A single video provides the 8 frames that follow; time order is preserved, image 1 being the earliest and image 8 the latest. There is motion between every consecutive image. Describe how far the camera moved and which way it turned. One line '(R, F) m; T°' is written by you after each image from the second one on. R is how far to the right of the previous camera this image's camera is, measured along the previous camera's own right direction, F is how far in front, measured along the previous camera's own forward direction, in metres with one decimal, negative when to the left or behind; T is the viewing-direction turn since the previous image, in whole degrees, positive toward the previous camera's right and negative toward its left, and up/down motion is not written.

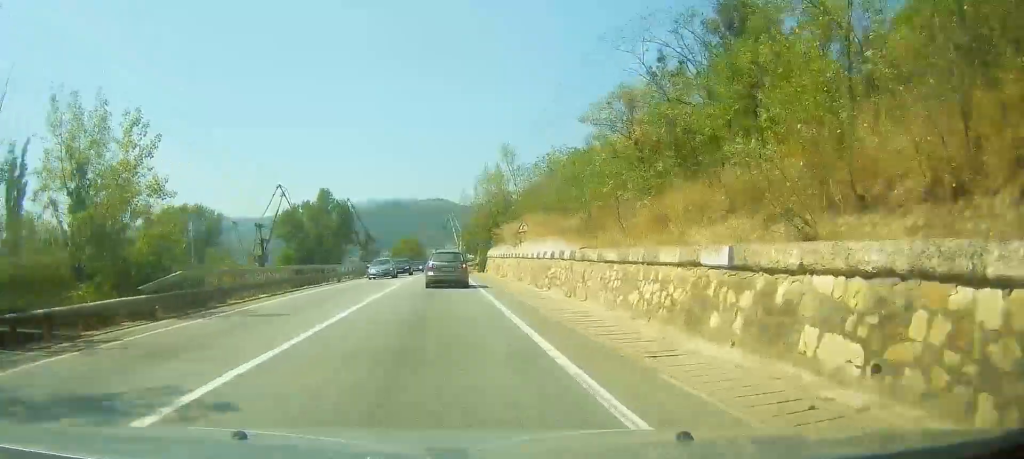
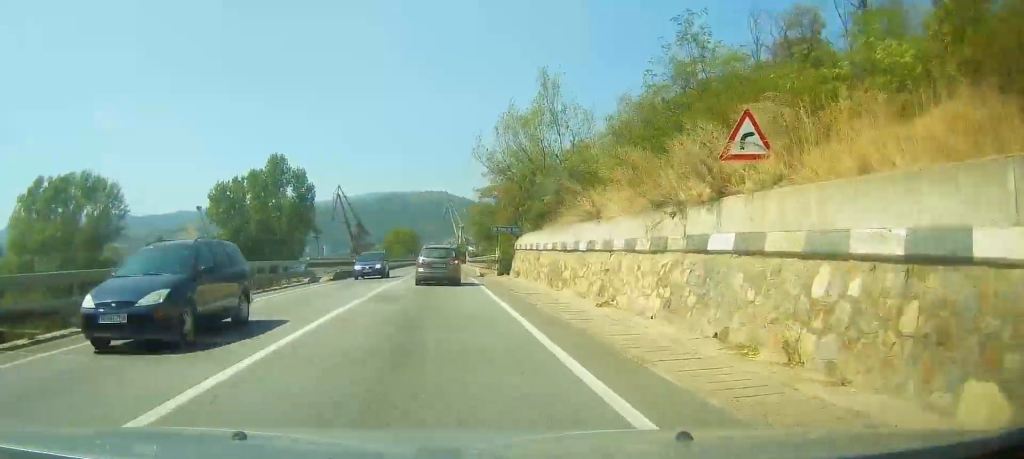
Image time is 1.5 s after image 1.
(+0.2, +25.2) m; 0°
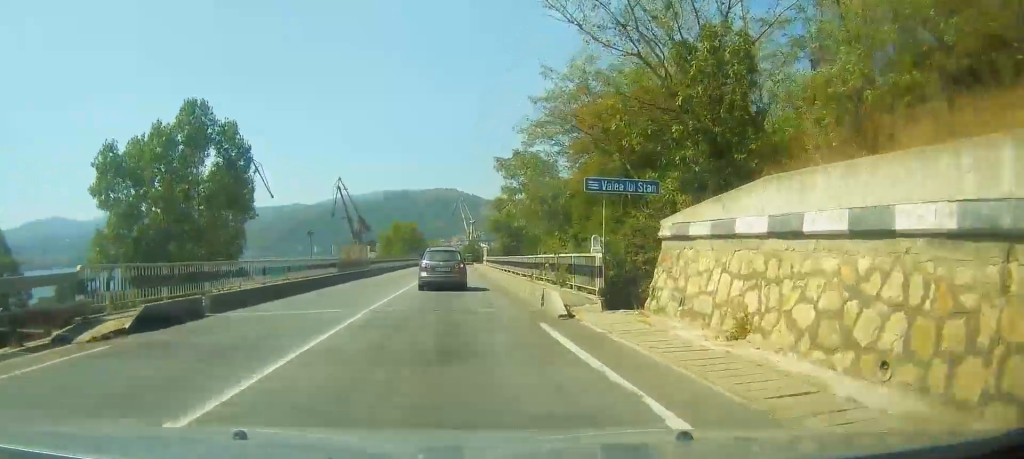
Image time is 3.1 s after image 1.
(-0.2, +24.3) m; -1°
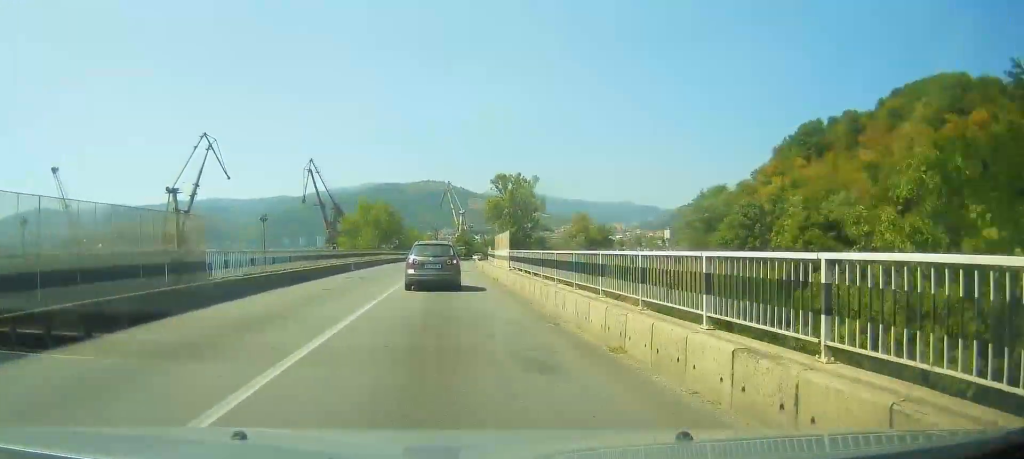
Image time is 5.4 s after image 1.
(-0.1, +34.8) m; +1°
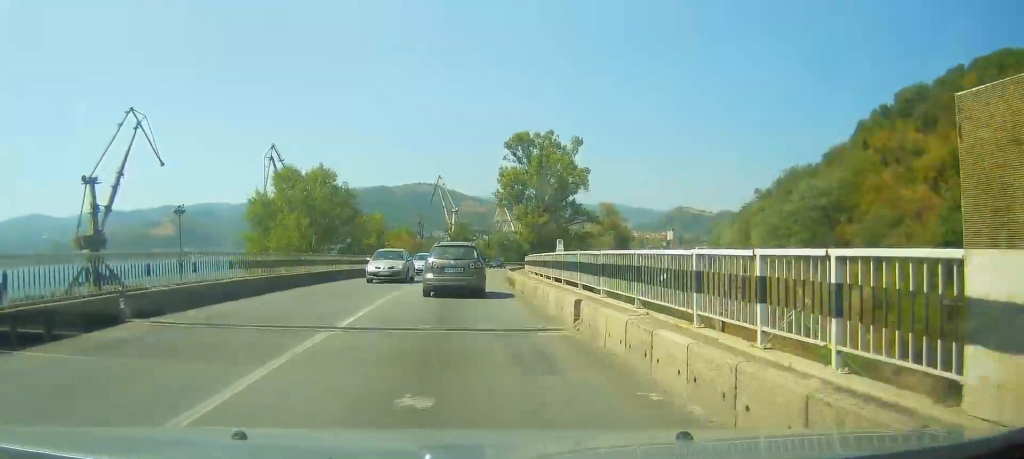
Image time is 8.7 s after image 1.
(+0.2, +45.3) m; +2°
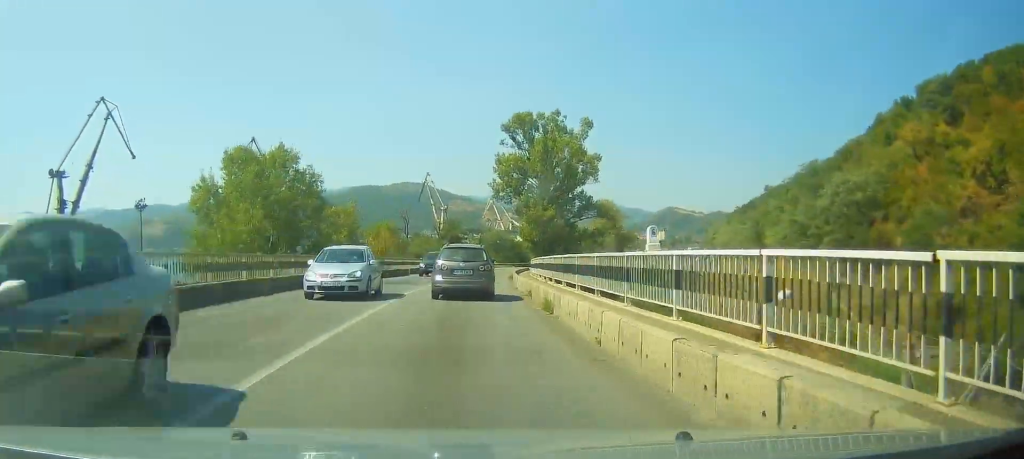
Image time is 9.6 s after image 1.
(0.0, +11.4) m; +1°
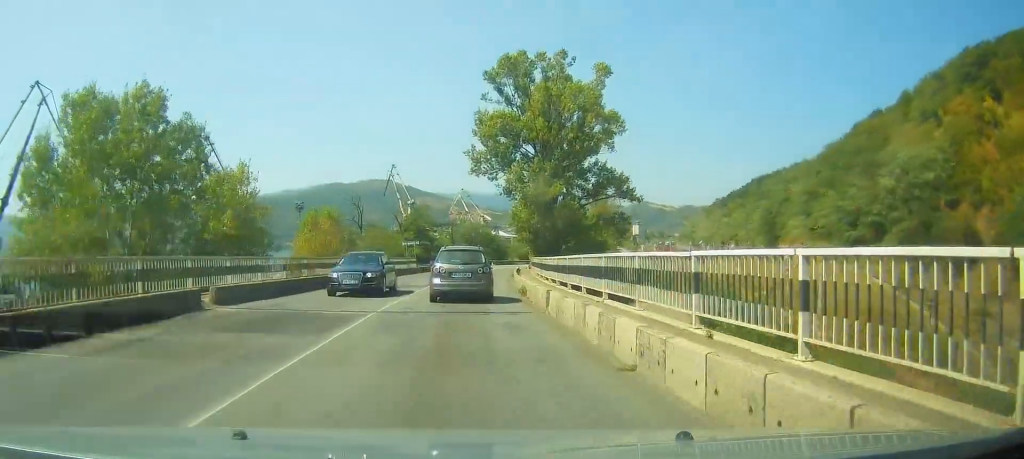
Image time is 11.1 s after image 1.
(+0.8, +19.4) m; +3°
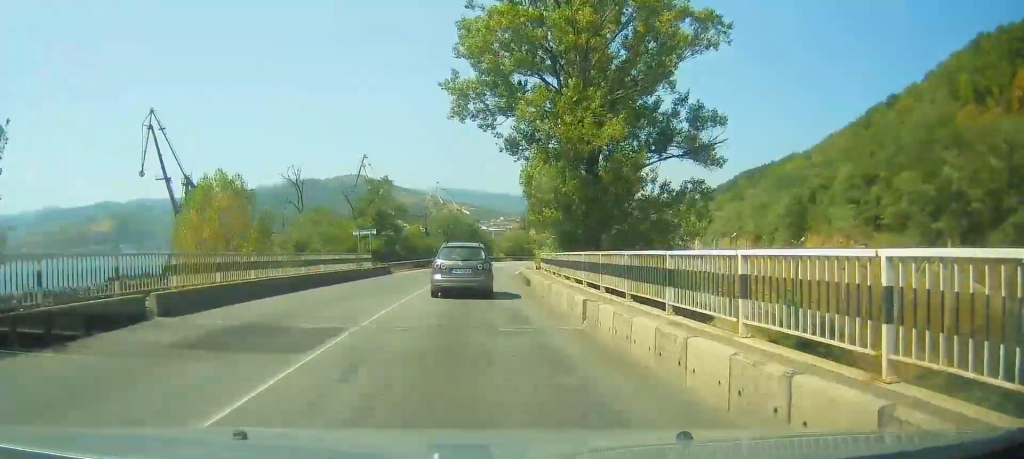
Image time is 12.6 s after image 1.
(+0.3, +19.6) m; +2°
